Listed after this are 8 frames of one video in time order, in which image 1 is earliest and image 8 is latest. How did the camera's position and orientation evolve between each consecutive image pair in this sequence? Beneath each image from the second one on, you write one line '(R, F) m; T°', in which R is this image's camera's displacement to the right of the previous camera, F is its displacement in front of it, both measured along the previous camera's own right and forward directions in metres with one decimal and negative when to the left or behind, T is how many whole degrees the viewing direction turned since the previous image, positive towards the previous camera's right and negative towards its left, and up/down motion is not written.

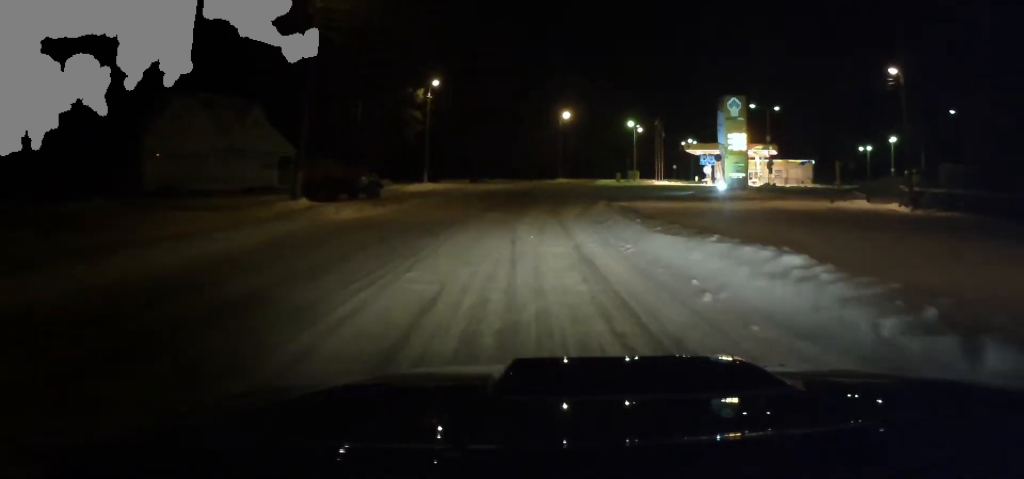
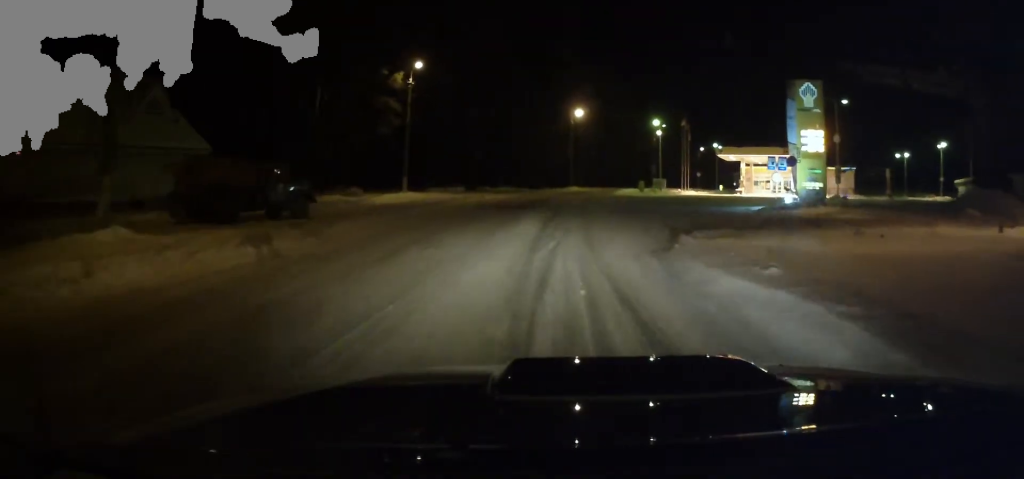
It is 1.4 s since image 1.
(+0.1, +12.8) m; -2°
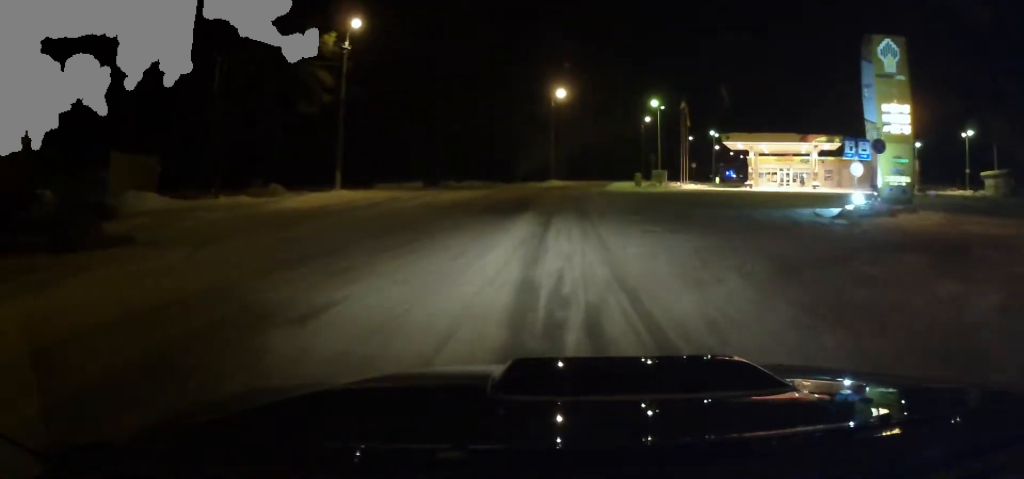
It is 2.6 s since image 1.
(-0.3, +11.9) m; -1°
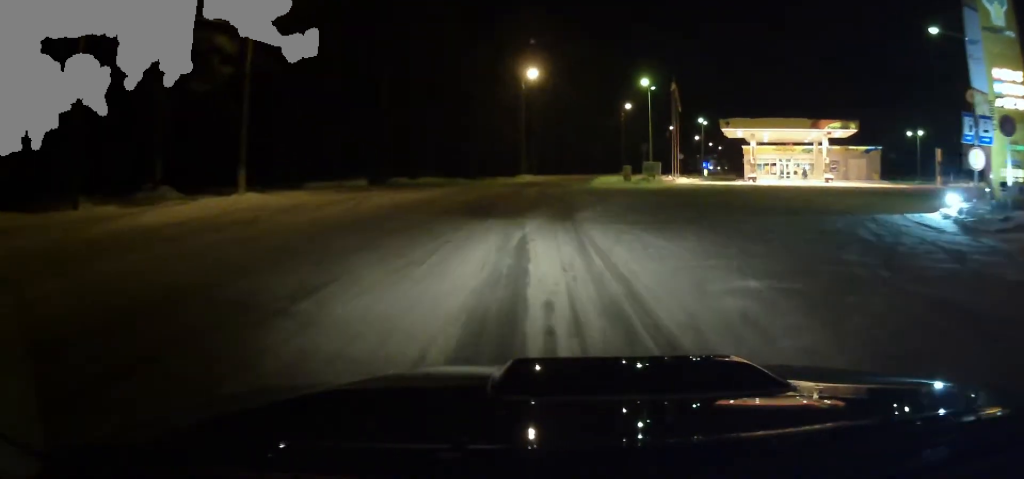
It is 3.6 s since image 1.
(0.0, +10.1) m; 0°
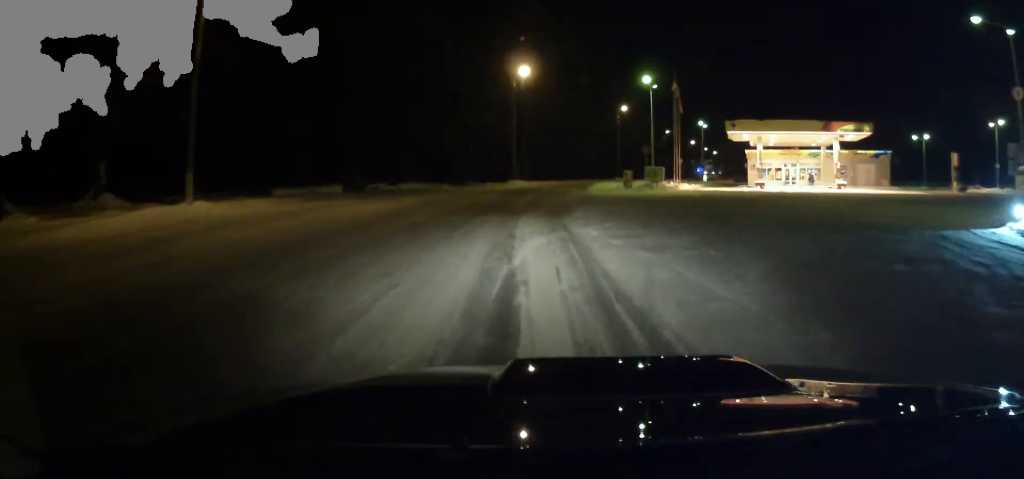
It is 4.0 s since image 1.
(-0.2, +4.6) m; 0°
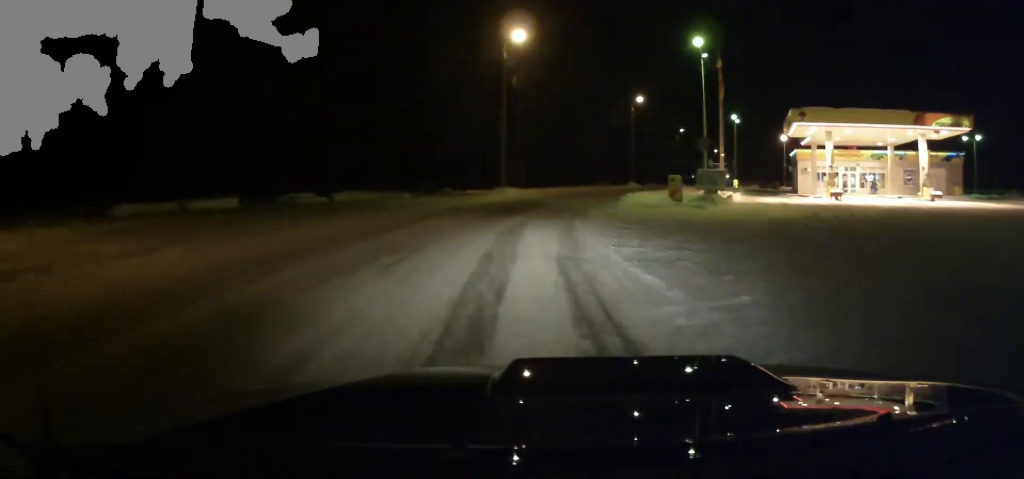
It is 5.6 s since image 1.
(+0.8, +17.0) m; +4°
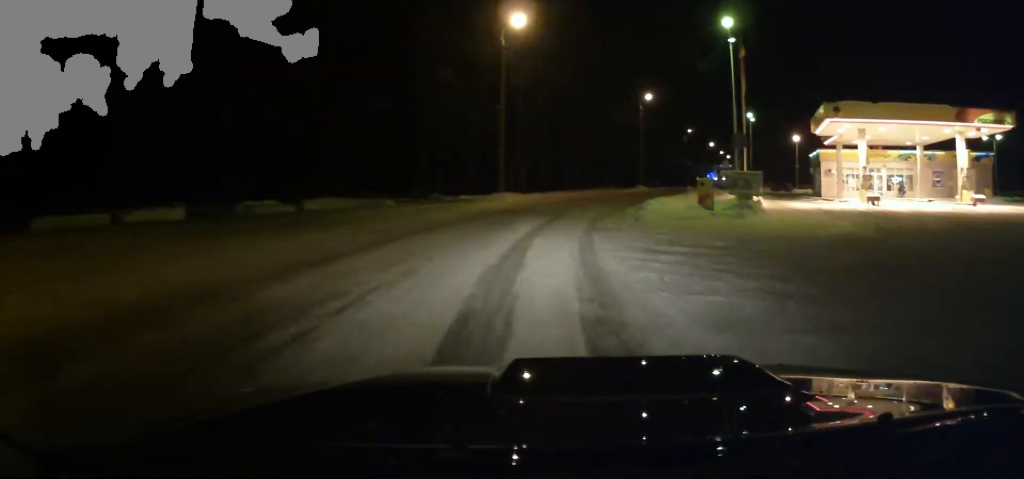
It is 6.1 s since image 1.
(0.0, +5.3) m; +1°
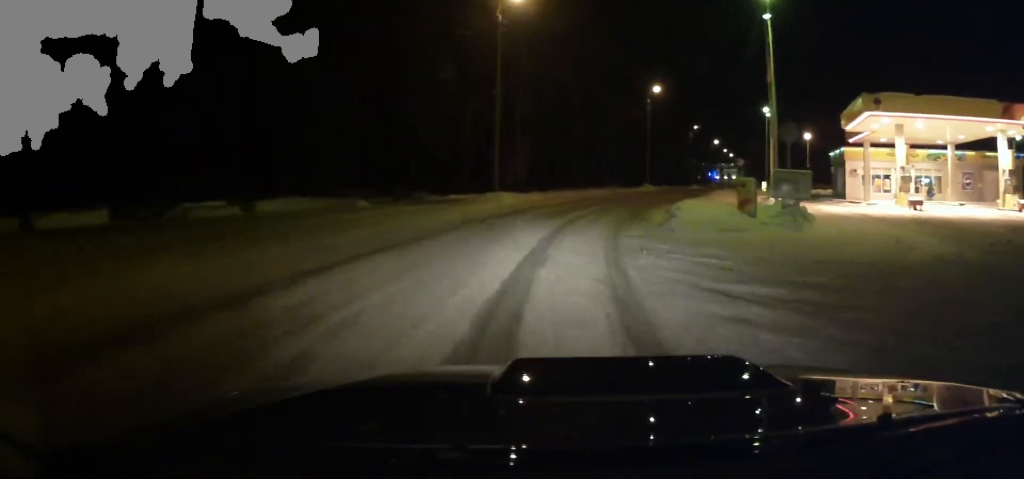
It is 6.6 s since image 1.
(+0.1, +5.3) m; 0°
